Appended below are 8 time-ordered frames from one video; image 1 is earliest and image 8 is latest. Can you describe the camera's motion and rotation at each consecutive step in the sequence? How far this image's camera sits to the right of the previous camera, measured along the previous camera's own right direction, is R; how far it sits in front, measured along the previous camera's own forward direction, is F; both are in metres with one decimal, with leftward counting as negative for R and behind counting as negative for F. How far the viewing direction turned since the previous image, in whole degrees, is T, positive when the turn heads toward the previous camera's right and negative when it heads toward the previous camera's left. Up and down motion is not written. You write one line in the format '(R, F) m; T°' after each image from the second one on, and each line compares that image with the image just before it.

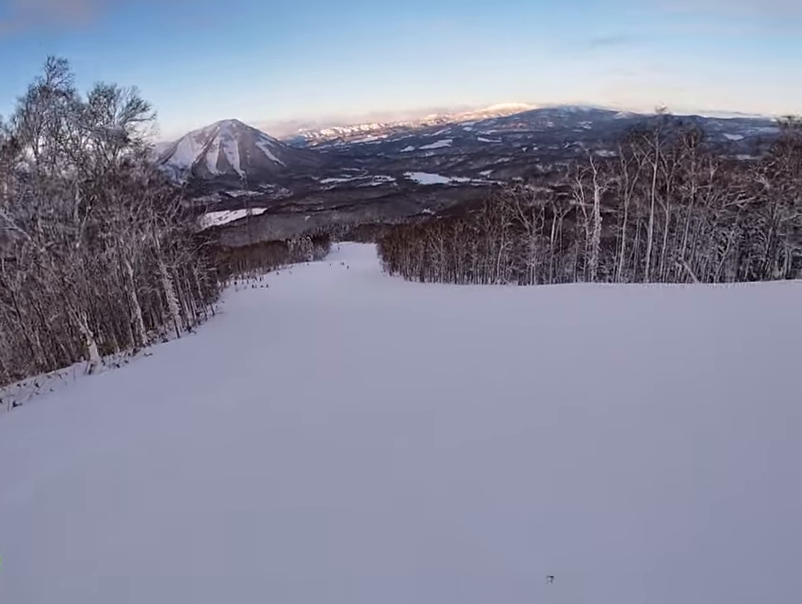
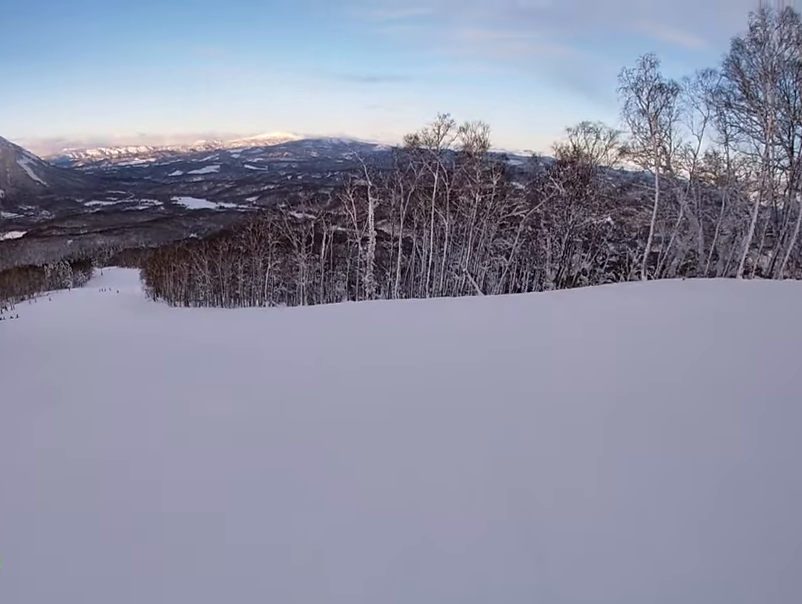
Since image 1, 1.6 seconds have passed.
(+1.9, +8.1) m; +6°
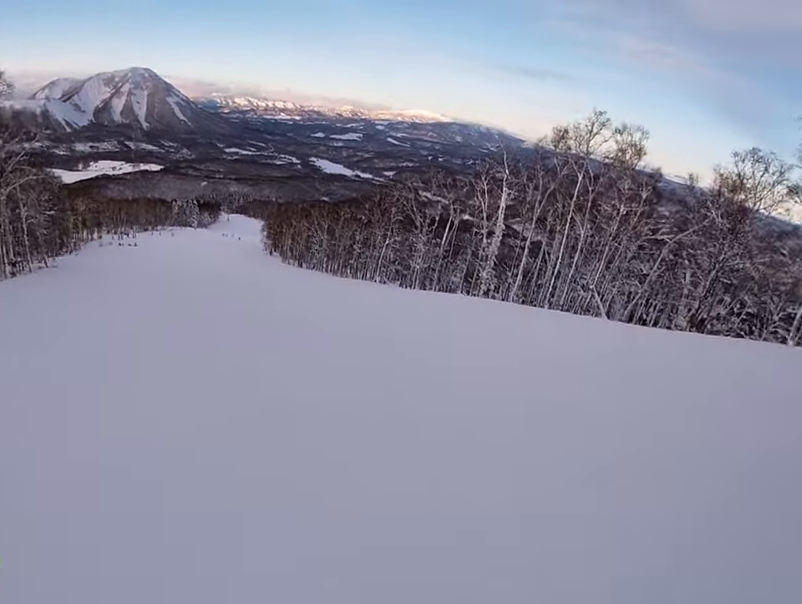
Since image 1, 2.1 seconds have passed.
(-0.5, +2.6) m; -15°
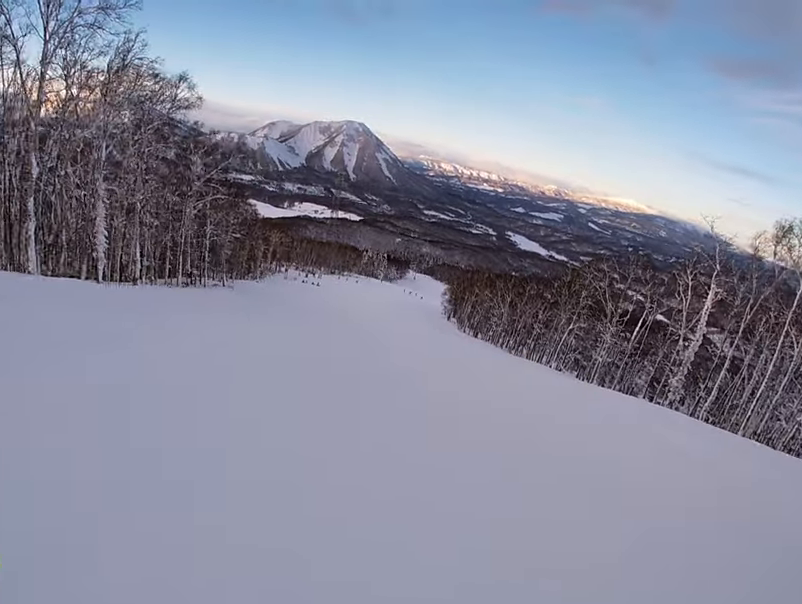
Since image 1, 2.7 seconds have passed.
(-0.4, +3.0) m; -17°
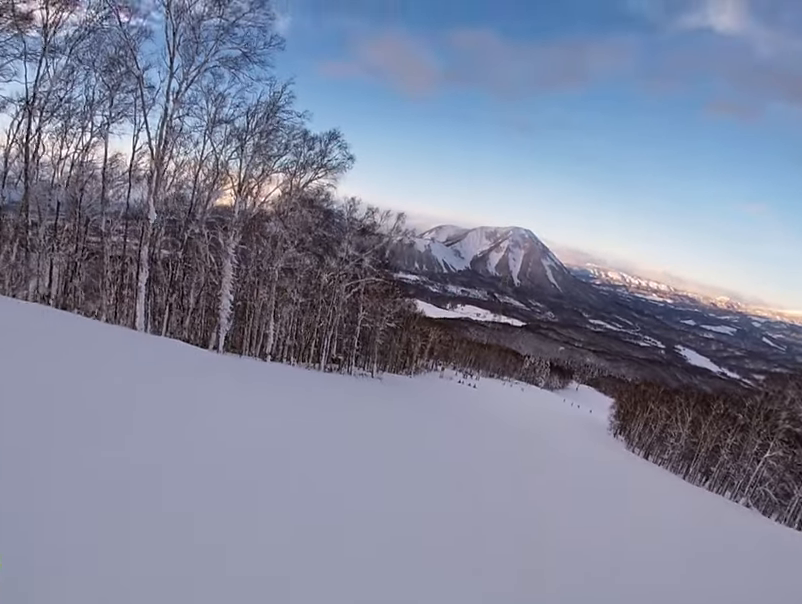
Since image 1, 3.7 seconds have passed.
(-1.5, +5.6) m; -19°
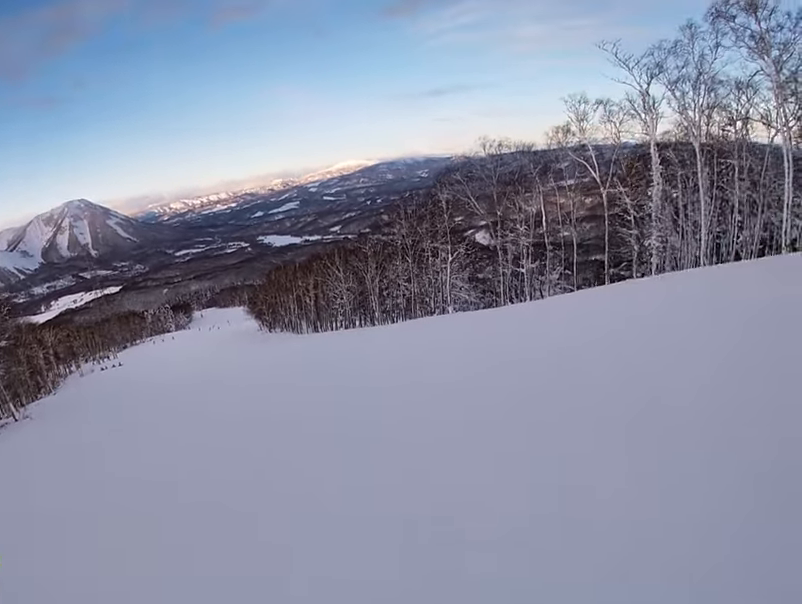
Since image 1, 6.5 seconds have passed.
(+6.8, +12.7) m; +33°
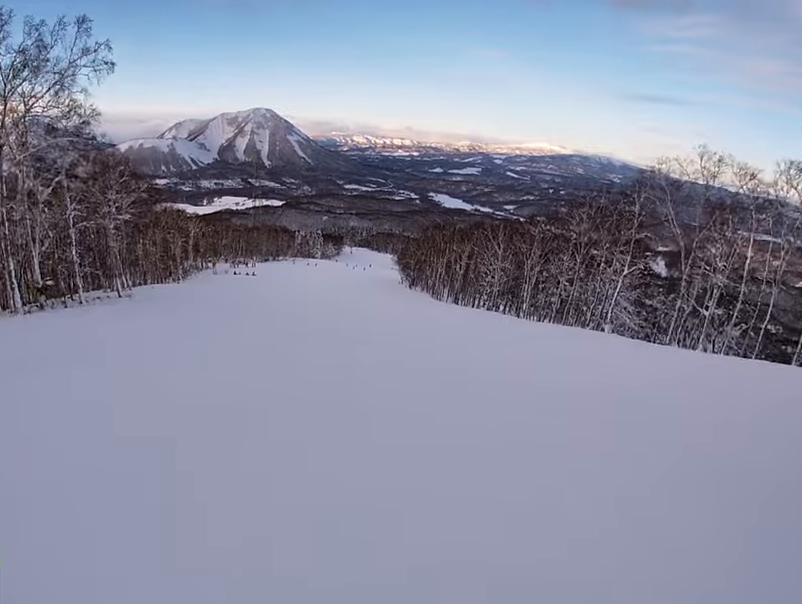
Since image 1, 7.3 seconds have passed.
(-1.4, +4.6) m; -21°
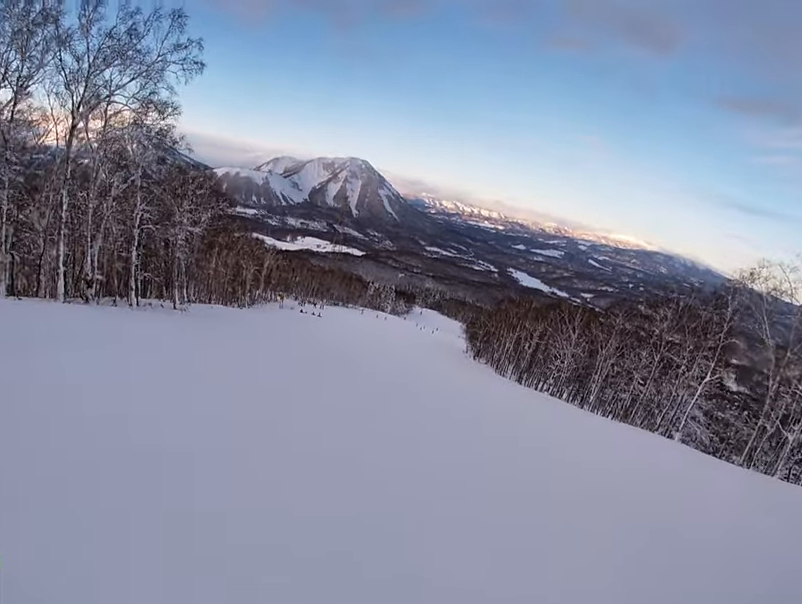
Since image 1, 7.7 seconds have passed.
(-0.3, +2.4) m; -3°
